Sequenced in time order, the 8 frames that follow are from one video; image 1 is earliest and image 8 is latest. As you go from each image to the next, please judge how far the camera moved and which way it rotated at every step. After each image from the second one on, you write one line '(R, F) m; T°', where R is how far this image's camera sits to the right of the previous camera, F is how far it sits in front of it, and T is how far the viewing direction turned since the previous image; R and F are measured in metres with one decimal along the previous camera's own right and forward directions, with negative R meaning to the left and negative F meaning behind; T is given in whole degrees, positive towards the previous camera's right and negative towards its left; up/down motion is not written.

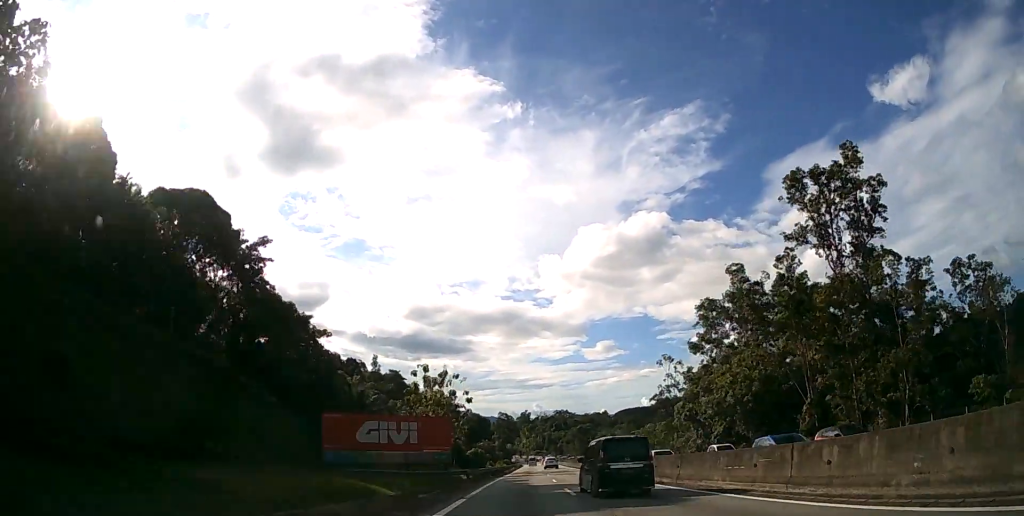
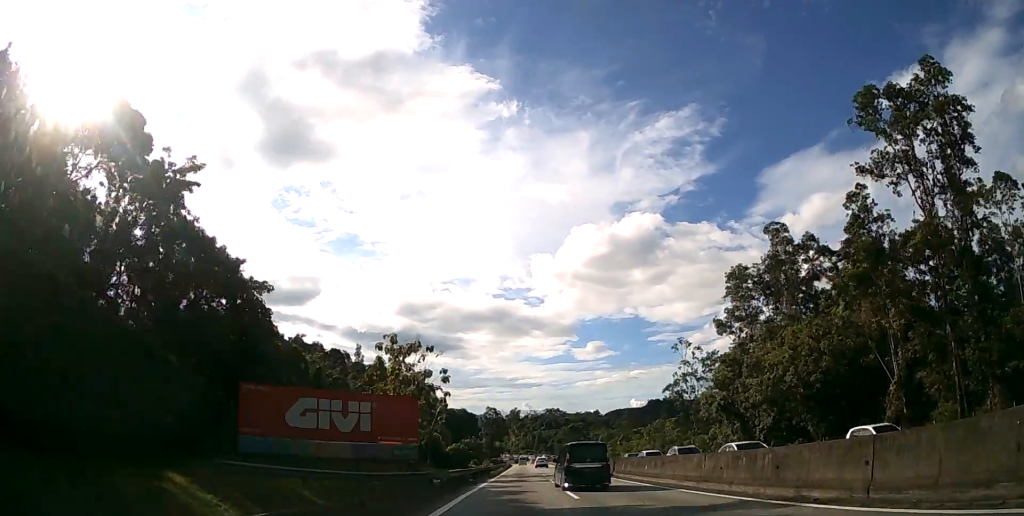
(+0.1, +13.7) m; +1°
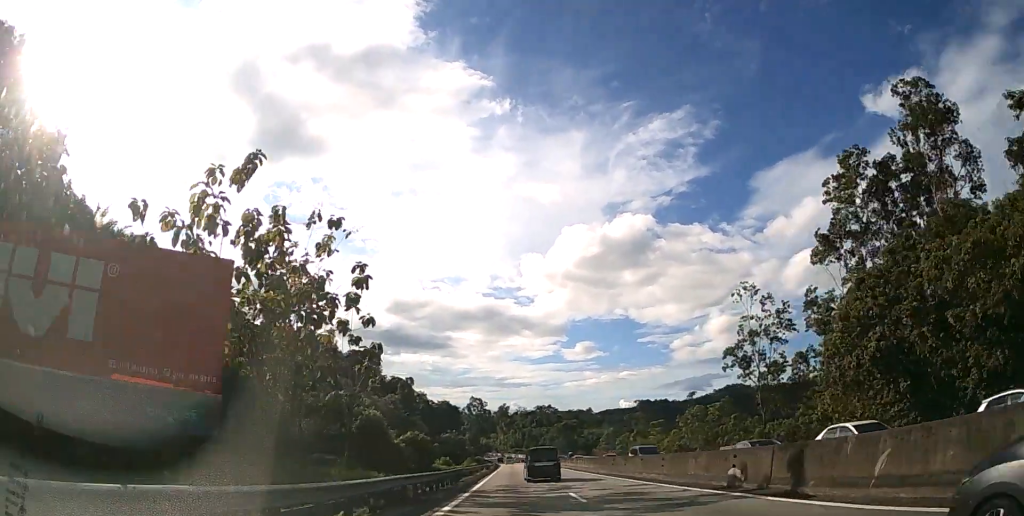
(+0.4, +25.9) m; +1°
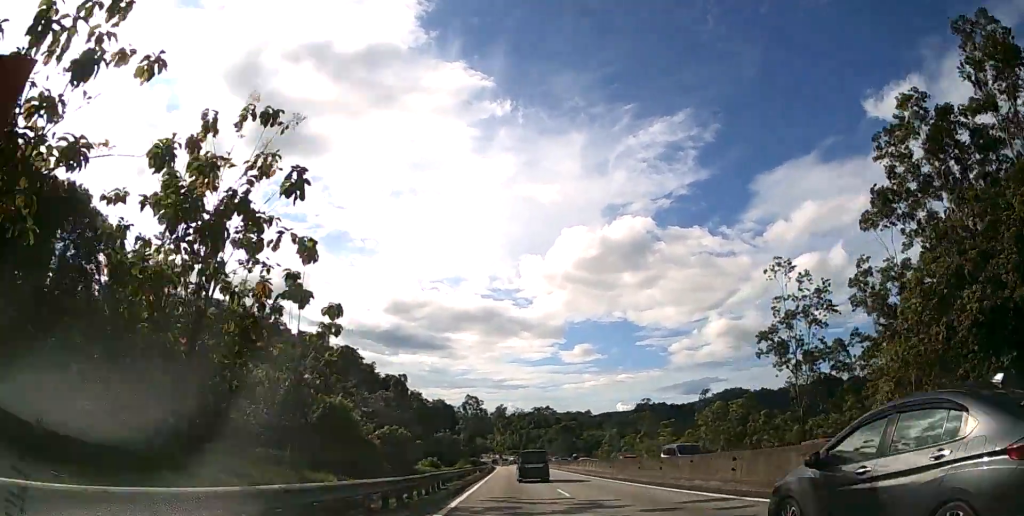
(0.0, +8.1) m; 0°
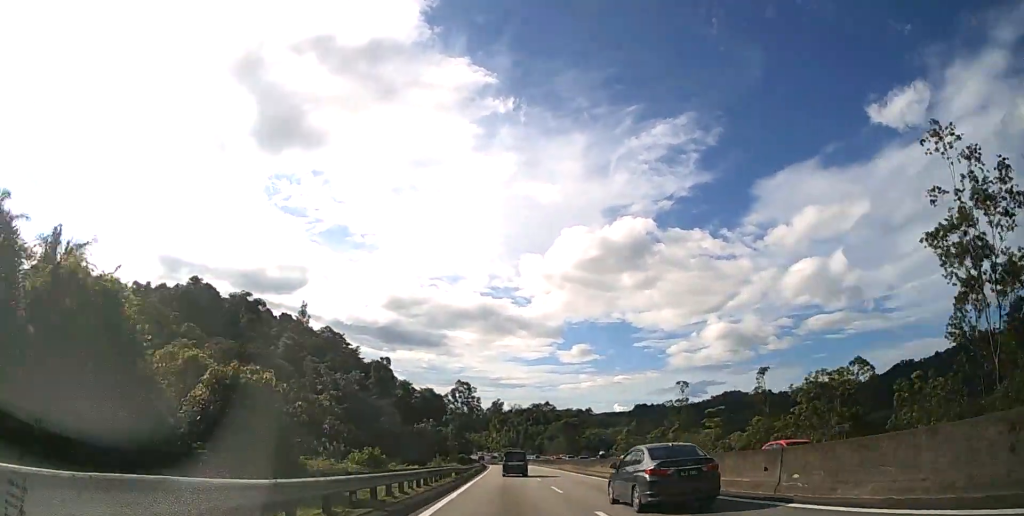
(+0.2, +22.7) m; +1°
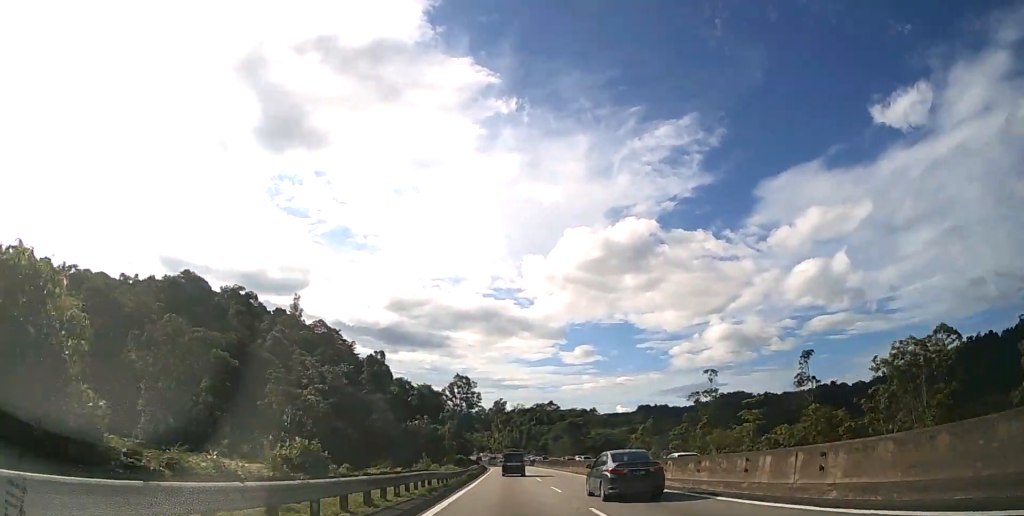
(0.0, +10.6) m; 0°
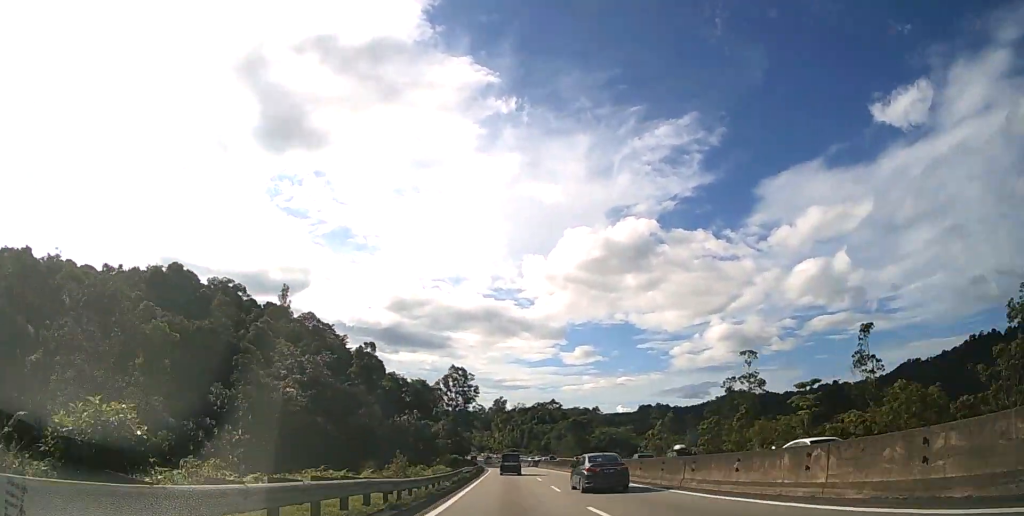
(0.0, +11.4) m; 0°
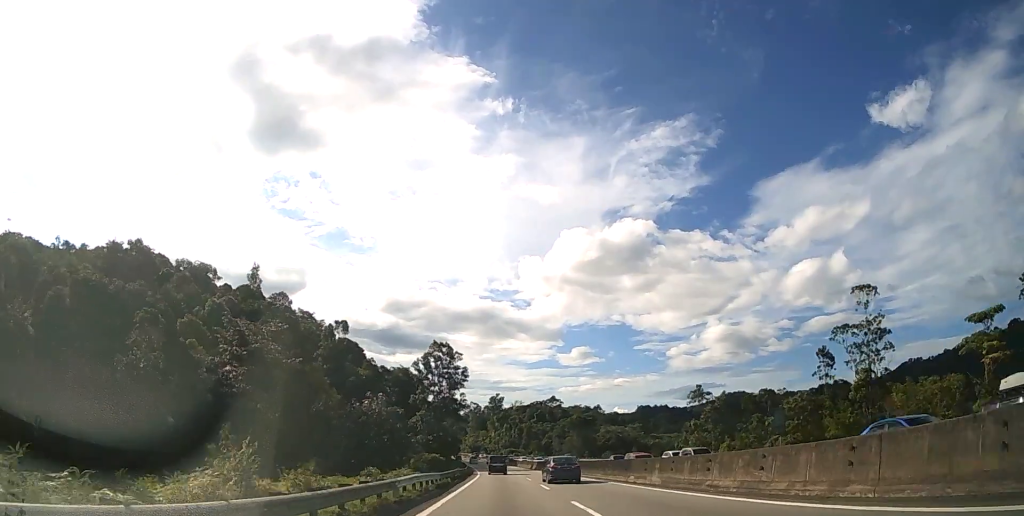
(0.0, +22.0) m; 0°
